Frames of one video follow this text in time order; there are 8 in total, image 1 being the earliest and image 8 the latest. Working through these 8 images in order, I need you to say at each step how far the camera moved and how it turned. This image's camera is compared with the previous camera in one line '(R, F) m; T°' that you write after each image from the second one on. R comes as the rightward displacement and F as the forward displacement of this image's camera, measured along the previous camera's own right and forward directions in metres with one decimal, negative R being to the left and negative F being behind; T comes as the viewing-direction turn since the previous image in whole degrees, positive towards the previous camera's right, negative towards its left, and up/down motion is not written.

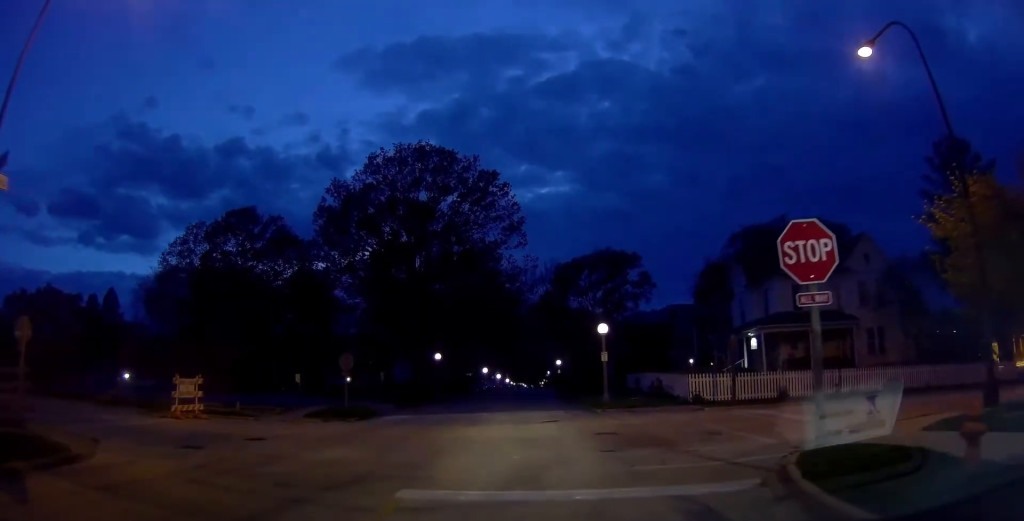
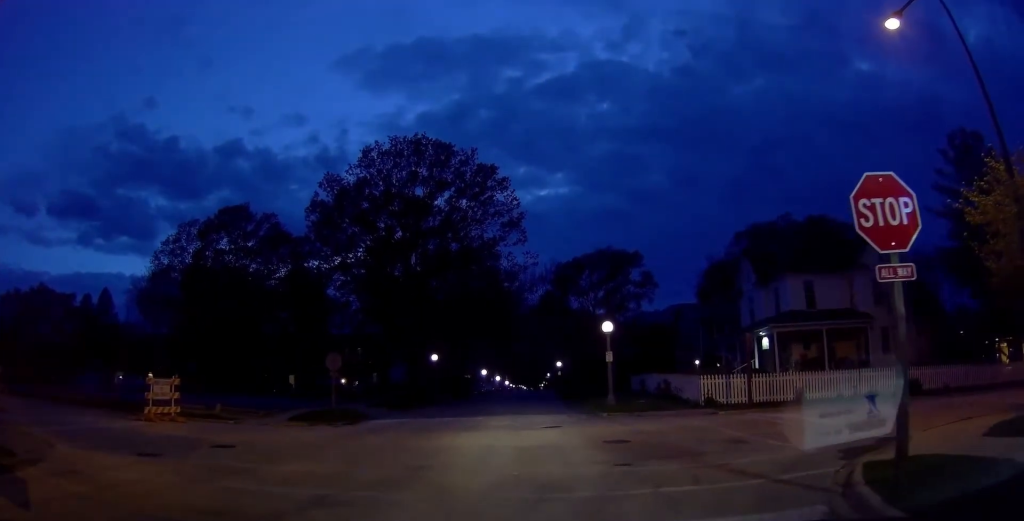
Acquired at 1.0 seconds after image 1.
(+0.1, +3.0) m; +4°
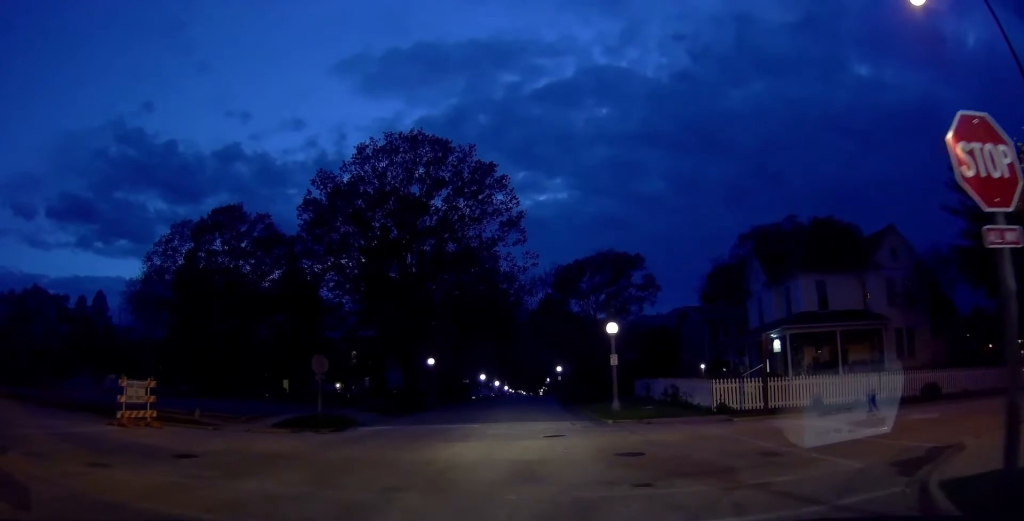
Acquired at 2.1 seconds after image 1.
(+0.1, +2.6) m; +2°
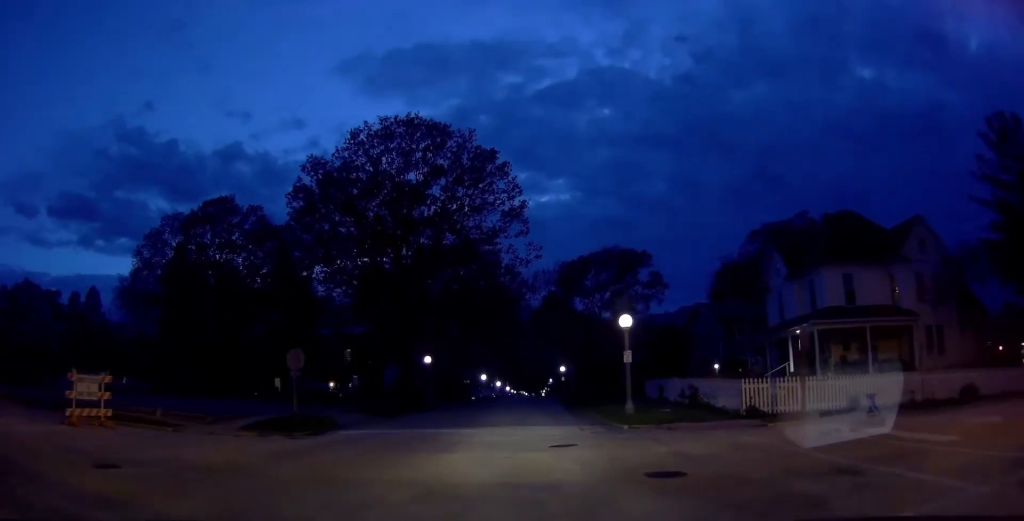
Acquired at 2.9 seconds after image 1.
(0.0, +2.8) m; 0°
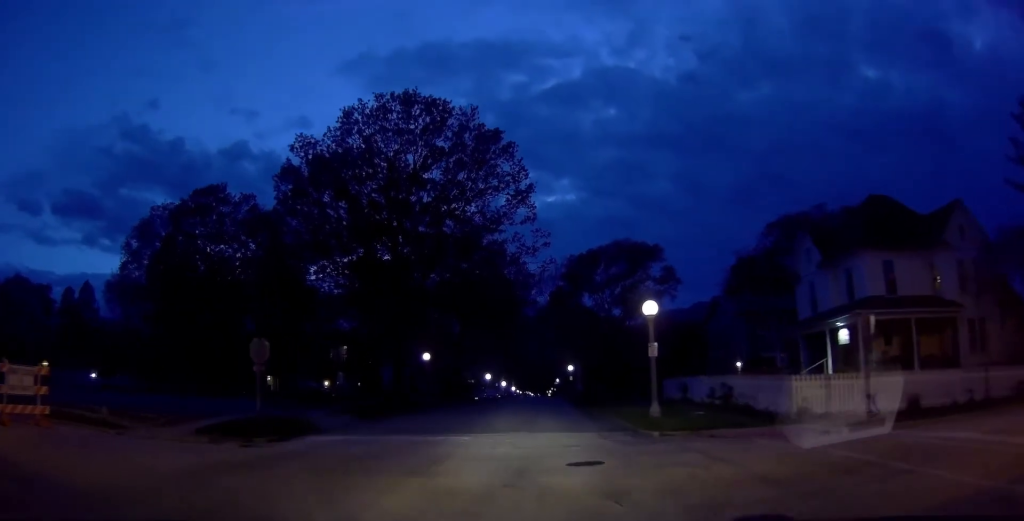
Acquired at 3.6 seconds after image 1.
(0.0, +3.0) m; 0°
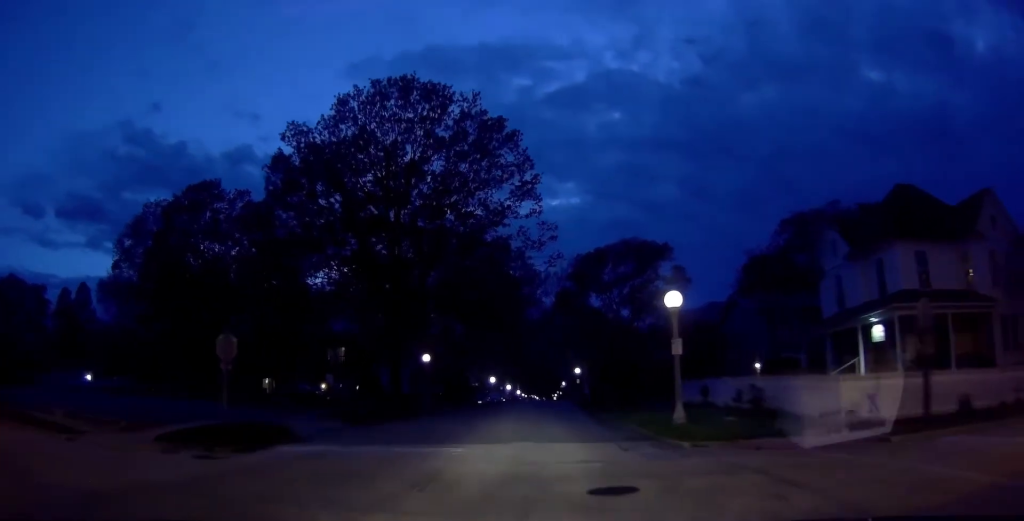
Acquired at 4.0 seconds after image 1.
(0.0, +2.1) m; 0°
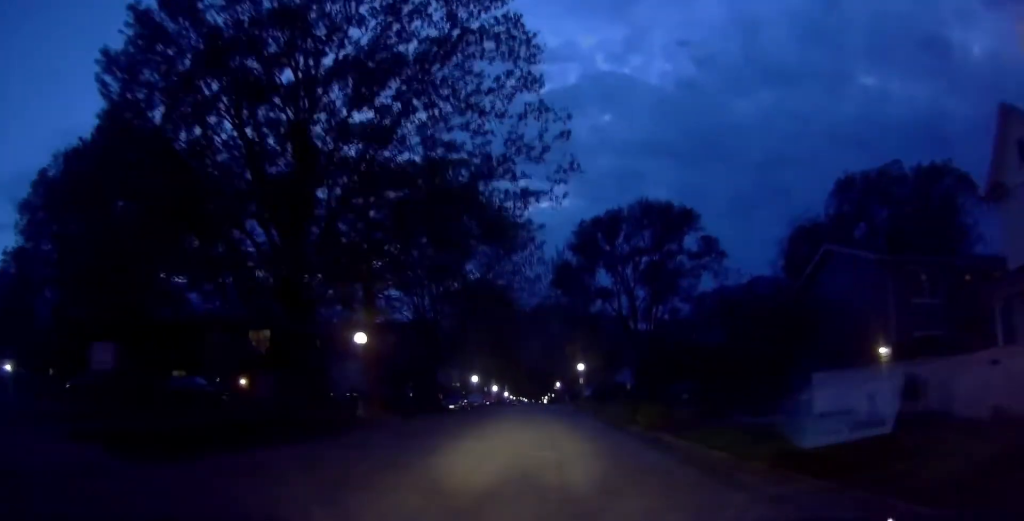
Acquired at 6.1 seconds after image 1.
(0.0, +14.8) m; 0°
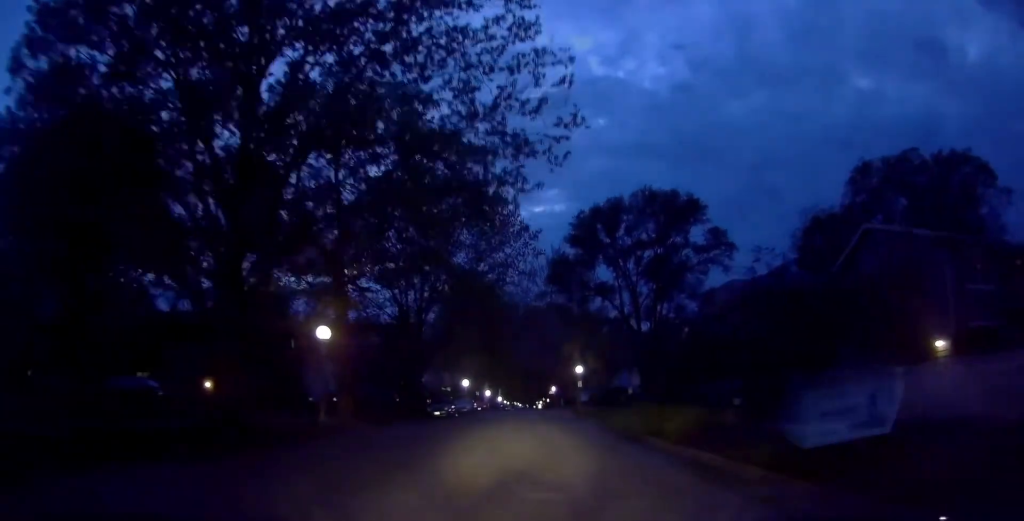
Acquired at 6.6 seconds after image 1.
(0.0, +4.4) m; 0°
